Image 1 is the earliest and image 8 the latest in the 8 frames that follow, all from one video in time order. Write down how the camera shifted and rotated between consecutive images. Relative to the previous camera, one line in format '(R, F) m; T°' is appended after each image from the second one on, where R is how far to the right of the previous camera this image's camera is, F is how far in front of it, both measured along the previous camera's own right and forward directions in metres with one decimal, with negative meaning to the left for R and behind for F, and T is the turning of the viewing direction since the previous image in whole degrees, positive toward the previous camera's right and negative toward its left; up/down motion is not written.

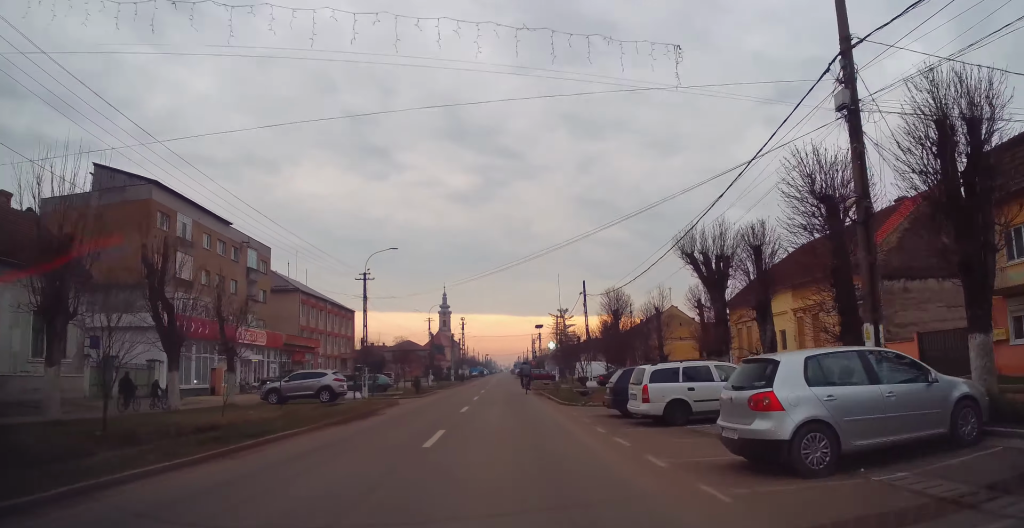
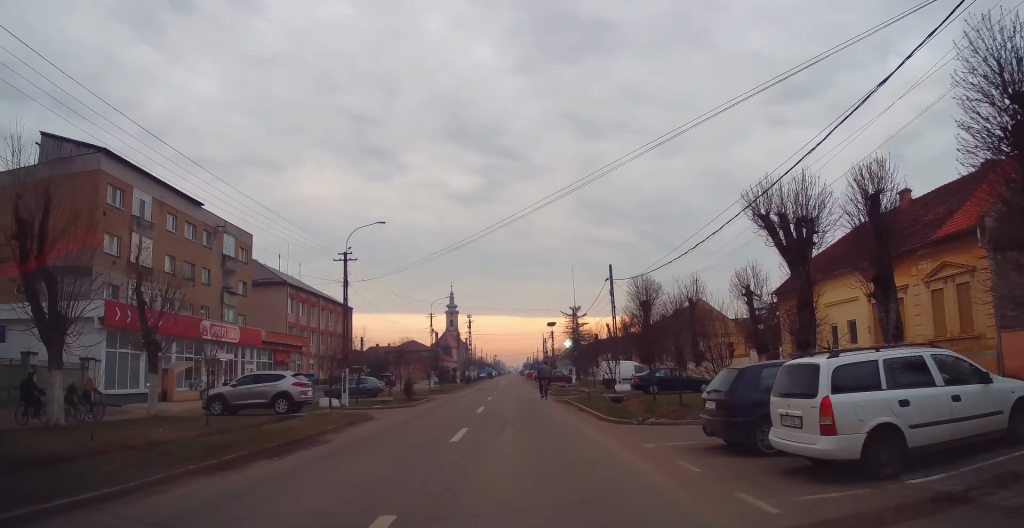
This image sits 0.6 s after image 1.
(+0.1, +7.7) m; 0°
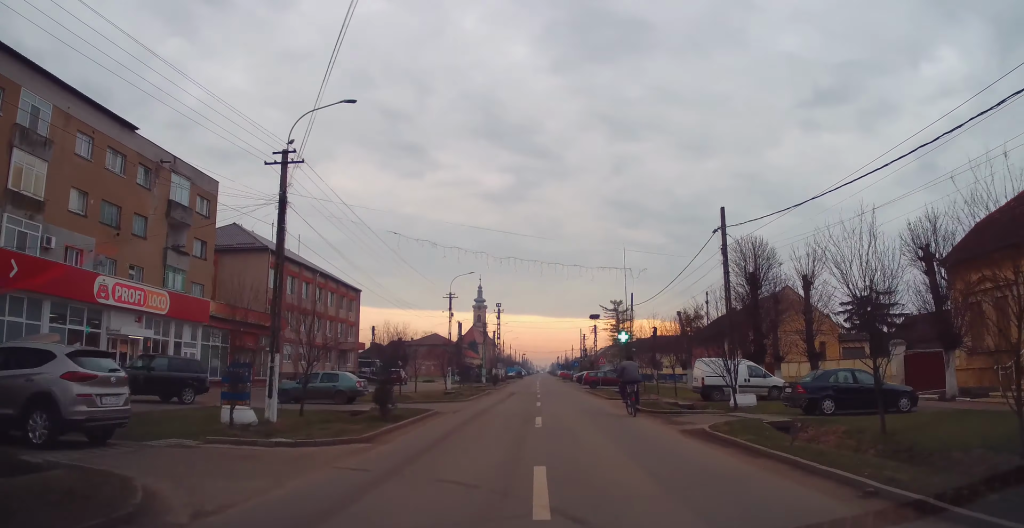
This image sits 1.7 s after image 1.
(-0.3, +15.0) m; -2°
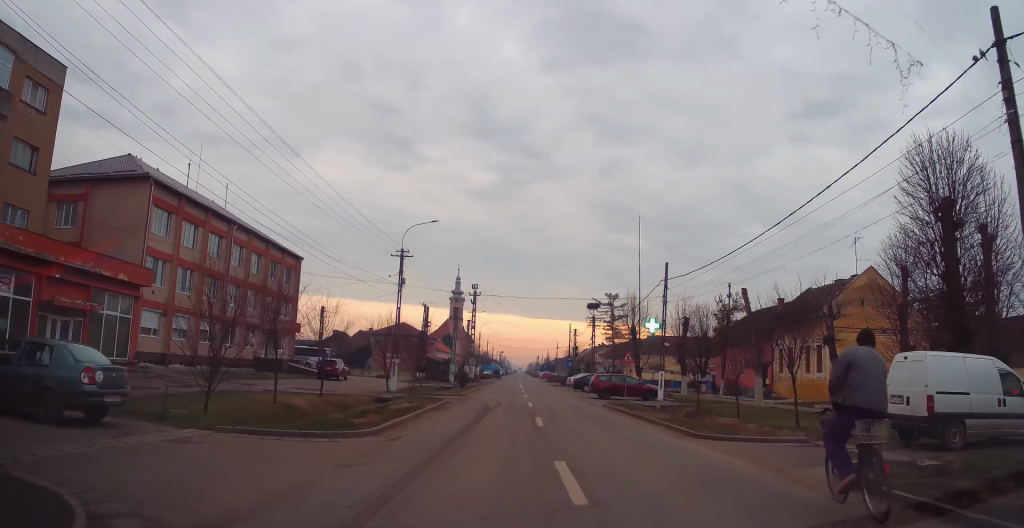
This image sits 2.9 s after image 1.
(-0.2, +16.9) m; 0°
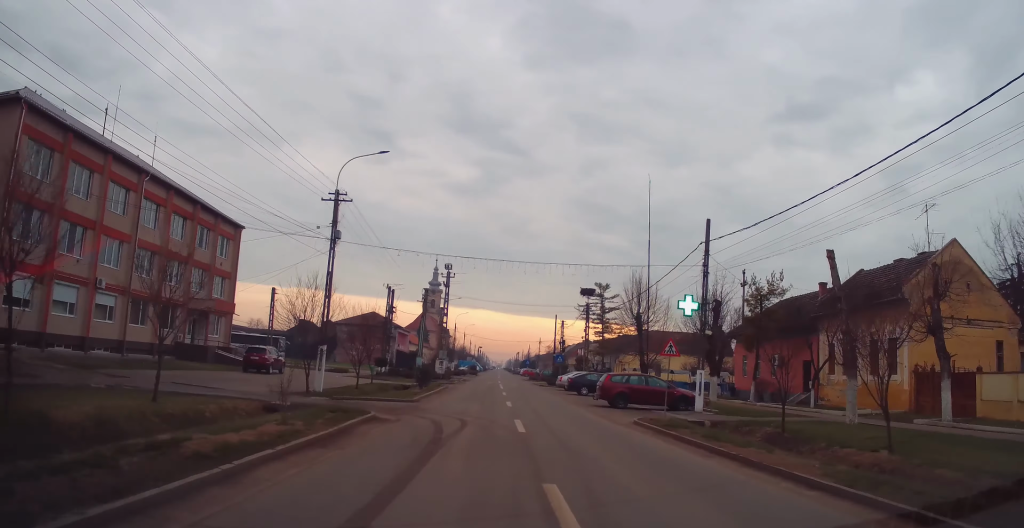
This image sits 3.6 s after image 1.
(+0.1, +10.9) m; +1°
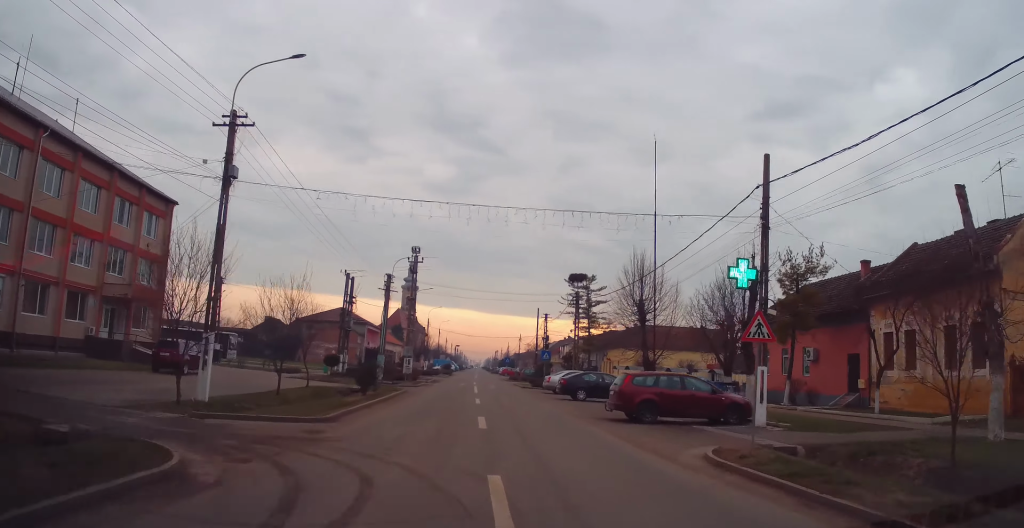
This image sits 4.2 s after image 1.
(0.0, +8.5) m; +2°
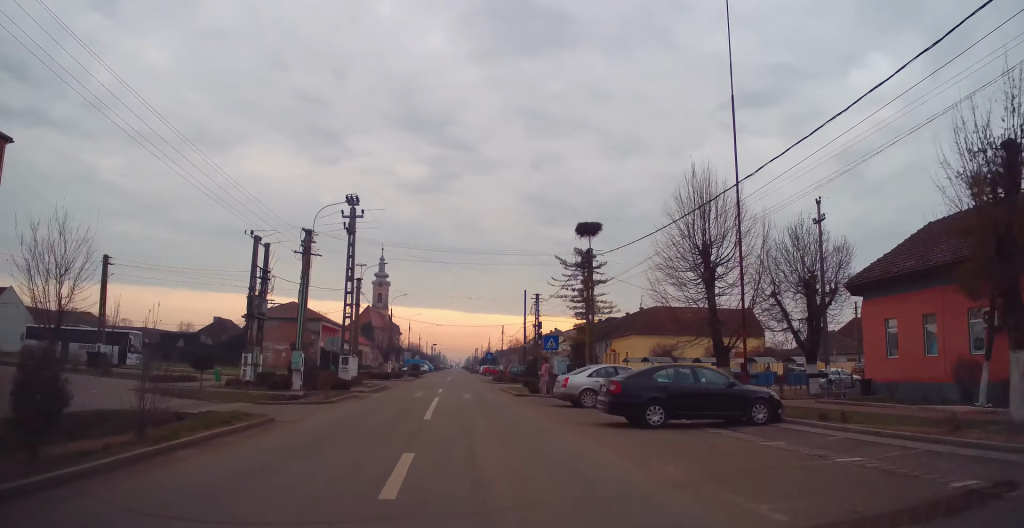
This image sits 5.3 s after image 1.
(+0.6, +16.4) m; +2°
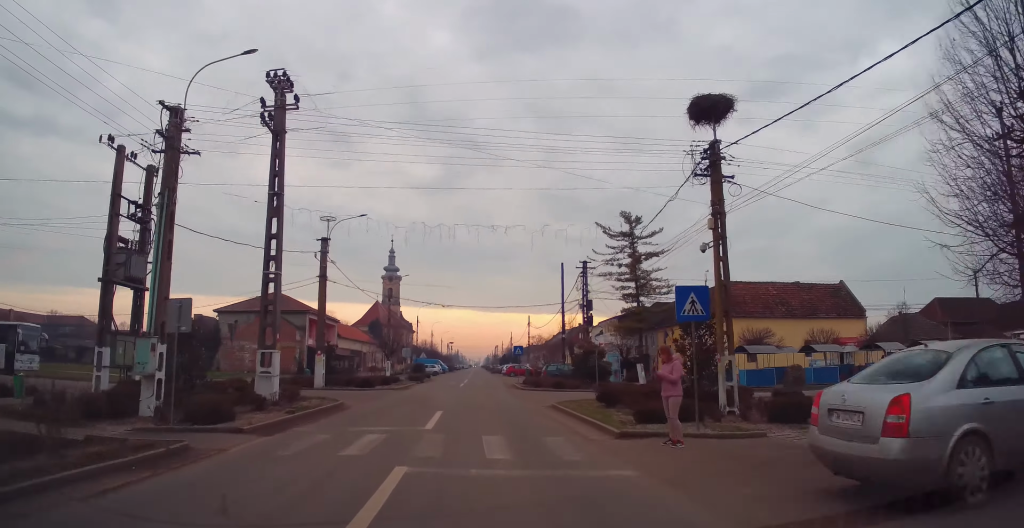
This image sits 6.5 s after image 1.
(-0.1, +17.5) m; 0°
